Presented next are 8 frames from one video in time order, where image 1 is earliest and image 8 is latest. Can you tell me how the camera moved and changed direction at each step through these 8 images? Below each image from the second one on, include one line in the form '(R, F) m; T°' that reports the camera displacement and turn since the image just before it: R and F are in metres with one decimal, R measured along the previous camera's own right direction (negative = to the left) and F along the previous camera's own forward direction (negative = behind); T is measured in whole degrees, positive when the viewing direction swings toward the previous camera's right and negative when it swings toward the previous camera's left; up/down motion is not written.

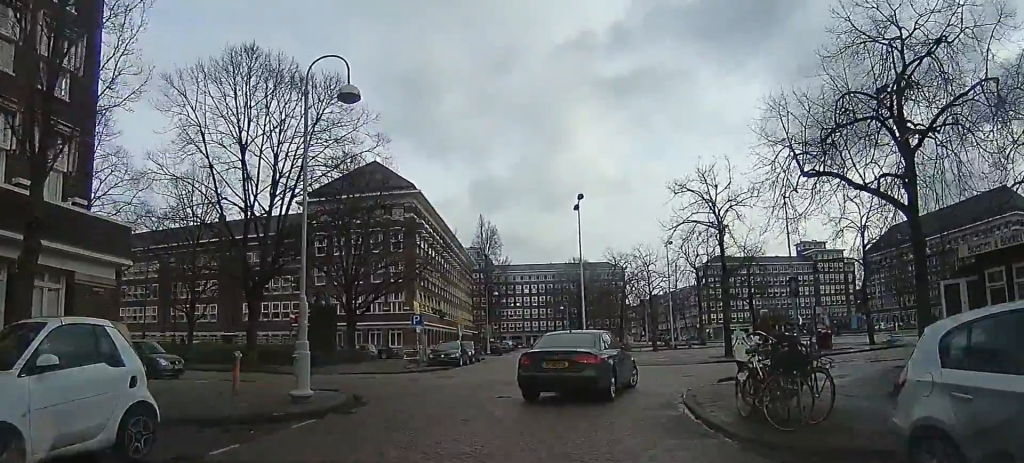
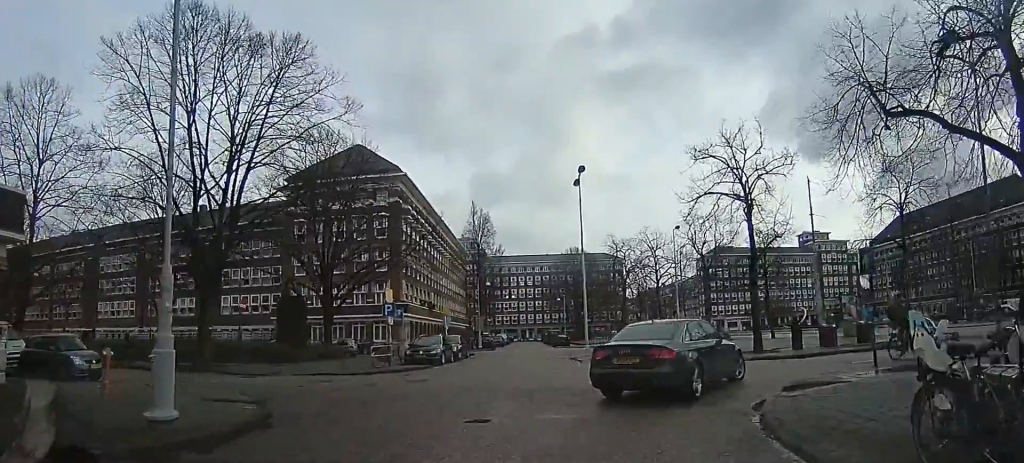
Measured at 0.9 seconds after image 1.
(0.0, +3.9) m; +2°
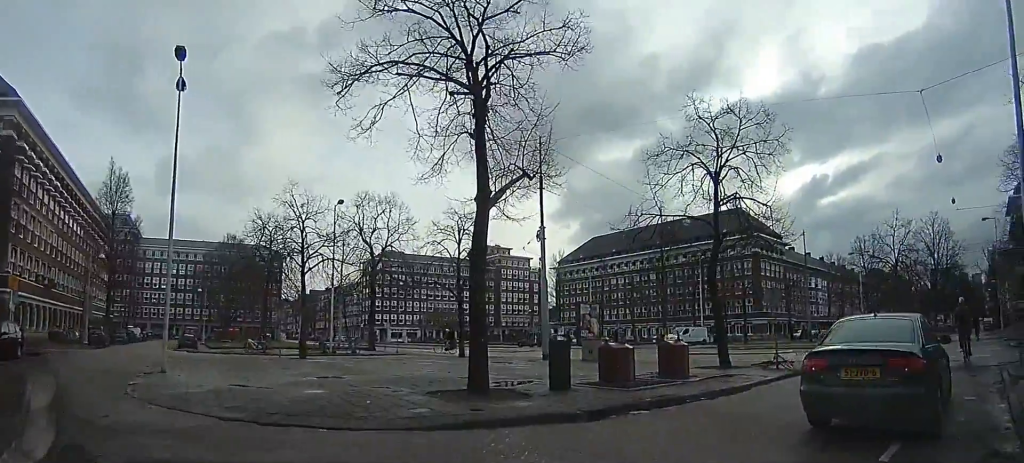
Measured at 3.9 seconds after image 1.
(+2.0, +10.2) m; +32°
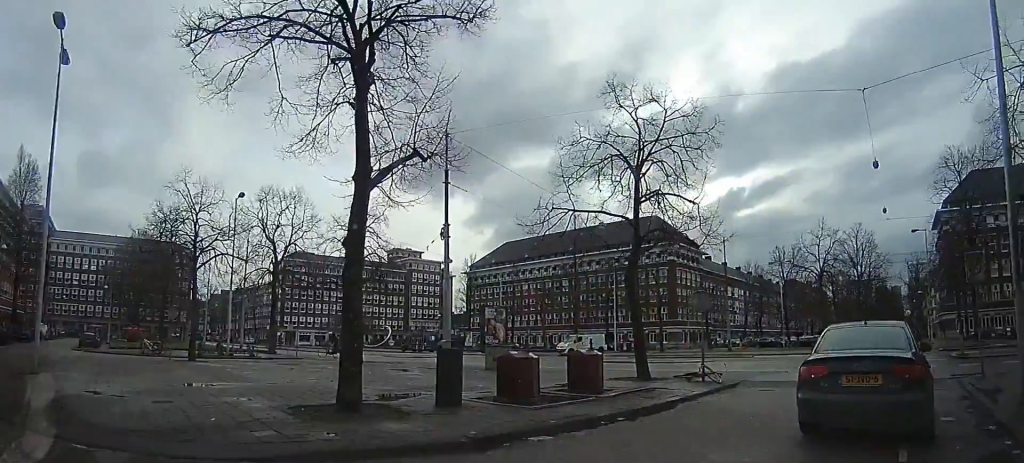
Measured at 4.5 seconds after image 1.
(+0.1, +1.7) m; +11°
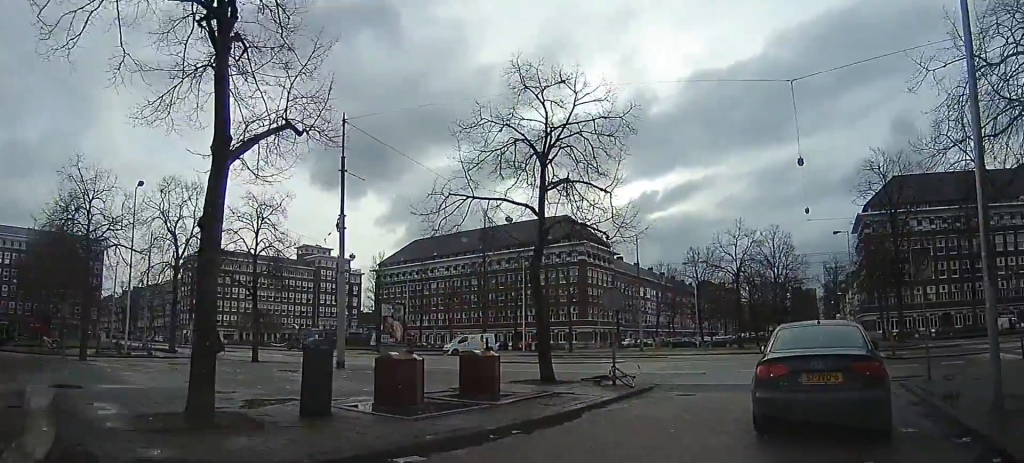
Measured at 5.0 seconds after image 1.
(+0.2, +1.2) m; +9°
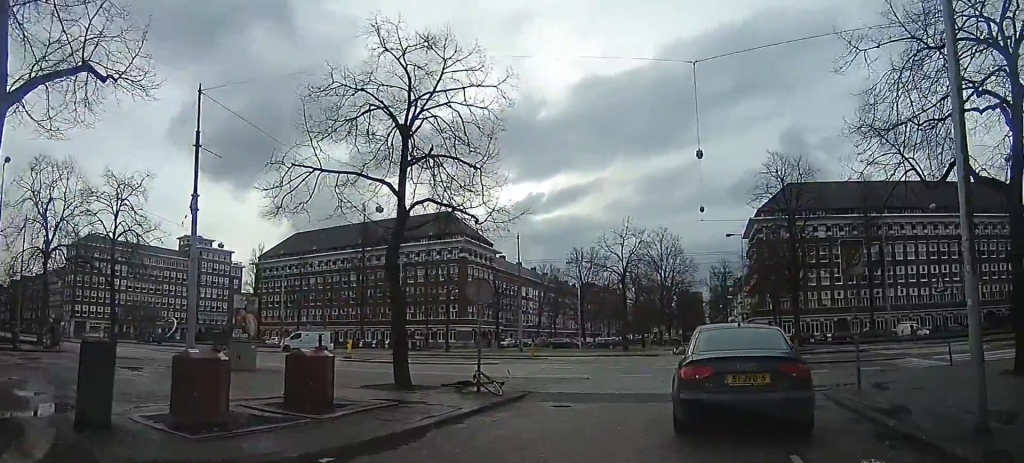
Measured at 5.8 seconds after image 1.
(+0.3, +2.0) m; +13°
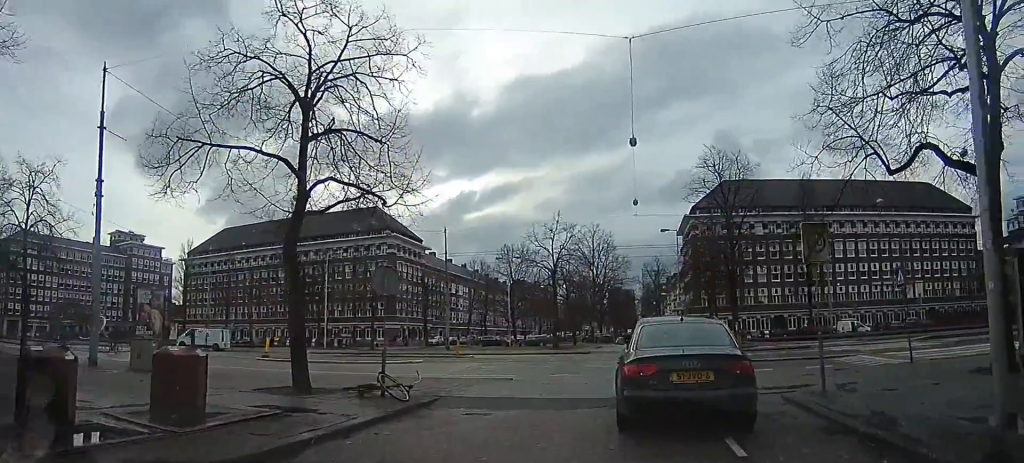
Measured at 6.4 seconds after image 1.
(+0.1, +1.5) m; +7°
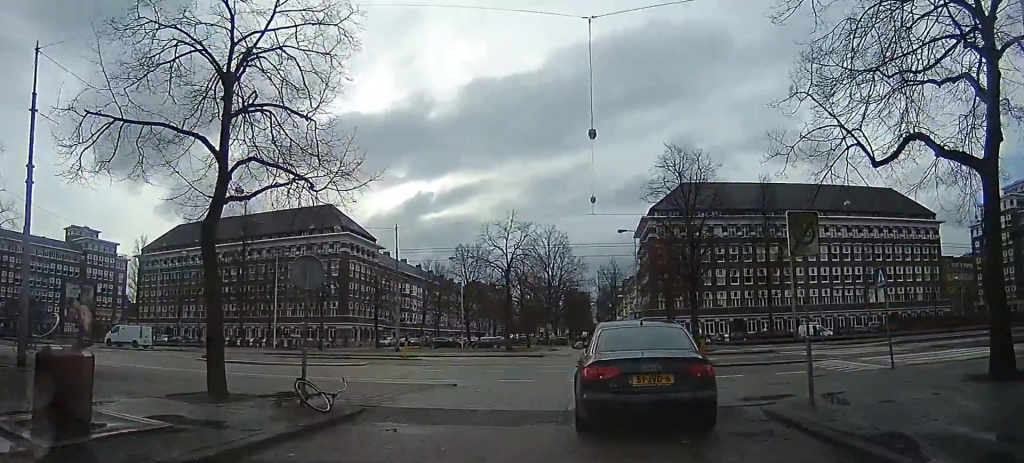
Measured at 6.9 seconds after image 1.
(+0.1, +1.3) m; +5°
